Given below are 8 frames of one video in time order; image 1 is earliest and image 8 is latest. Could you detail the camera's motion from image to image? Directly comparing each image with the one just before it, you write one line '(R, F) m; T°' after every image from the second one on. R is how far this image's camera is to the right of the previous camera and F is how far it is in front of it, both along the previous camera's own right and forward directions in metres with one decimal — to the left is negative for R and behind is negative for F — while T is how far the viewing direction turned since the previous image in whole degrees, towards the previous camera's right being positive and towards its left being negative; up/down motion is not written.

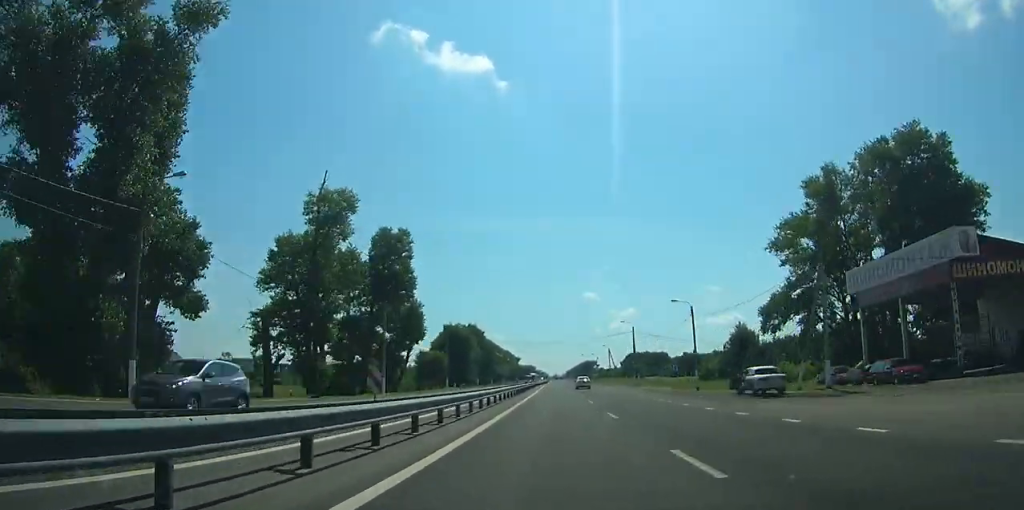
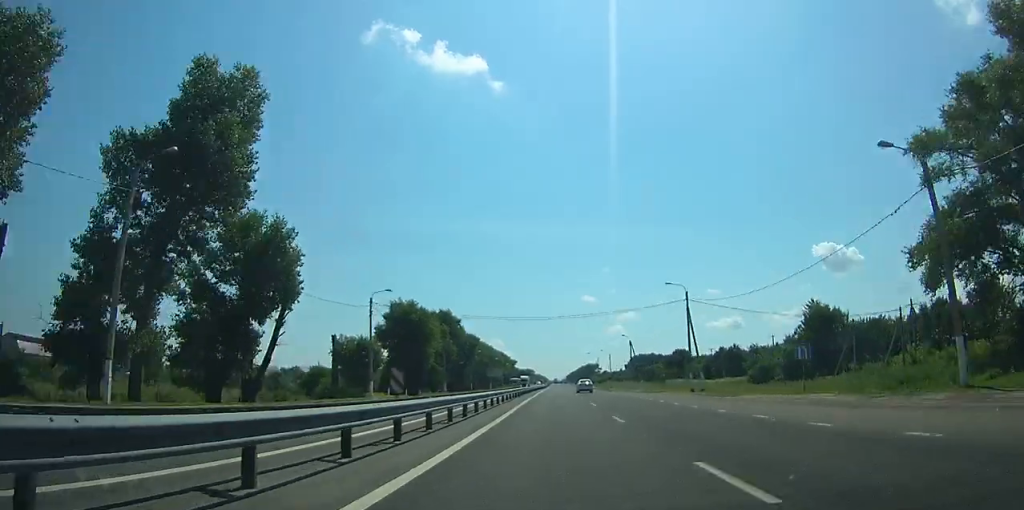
(0.0, +36.5) m; 0°
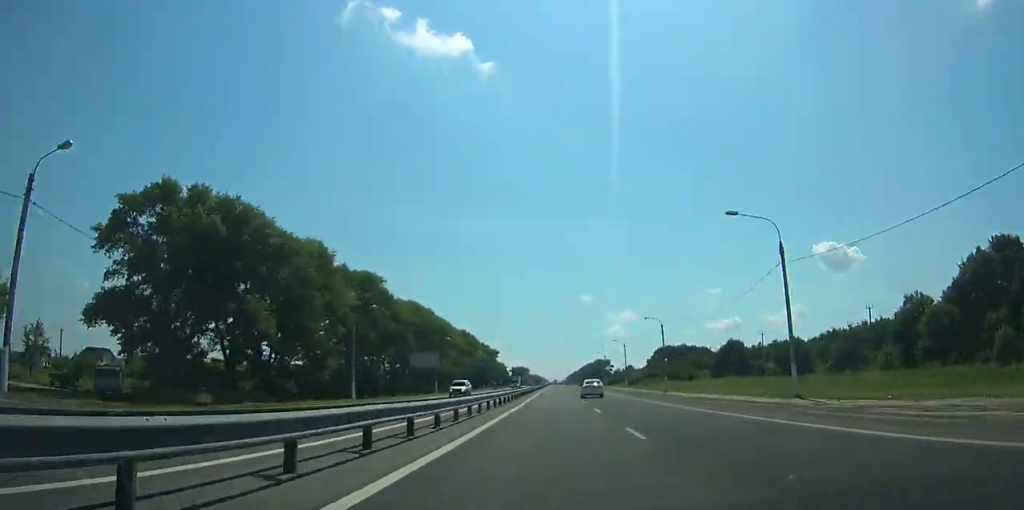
(+0.2, +141.0) m; 0°
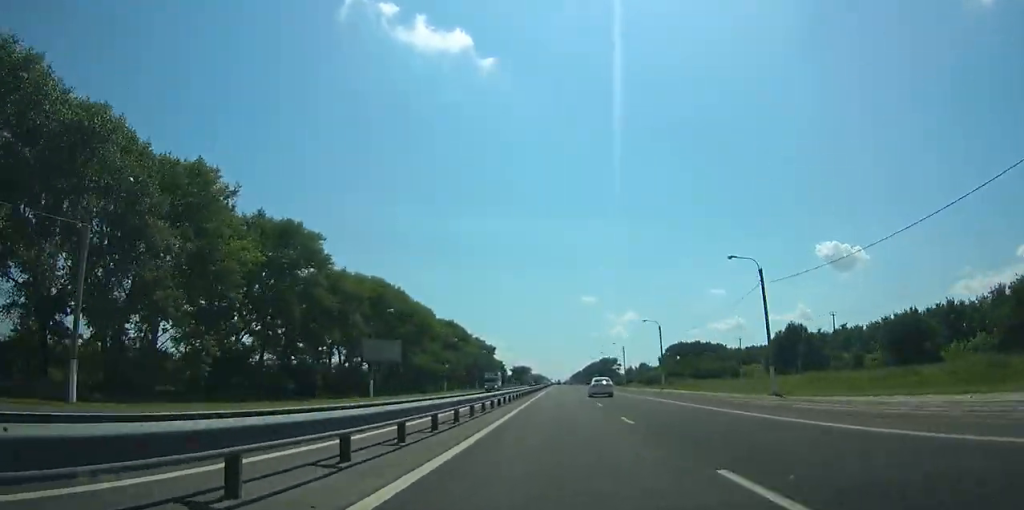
(-0.1, +31.7) m; 0°
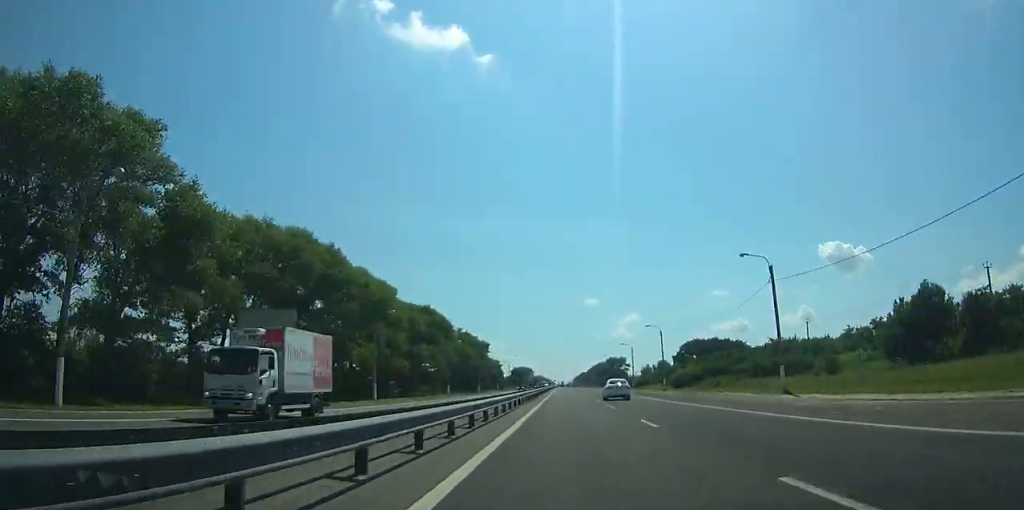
(-0.1, +35.9) m; 0°
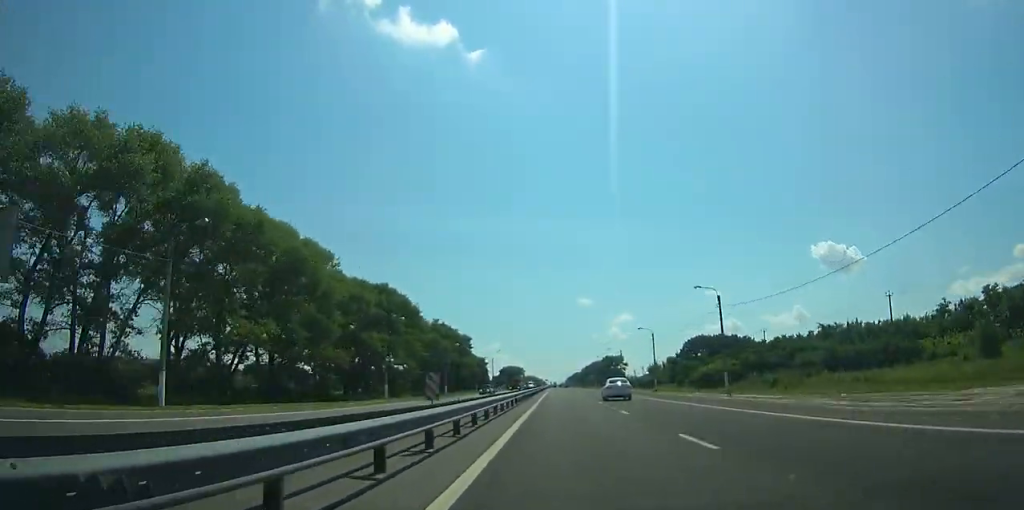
(+0.1, +29.2) m; 0°
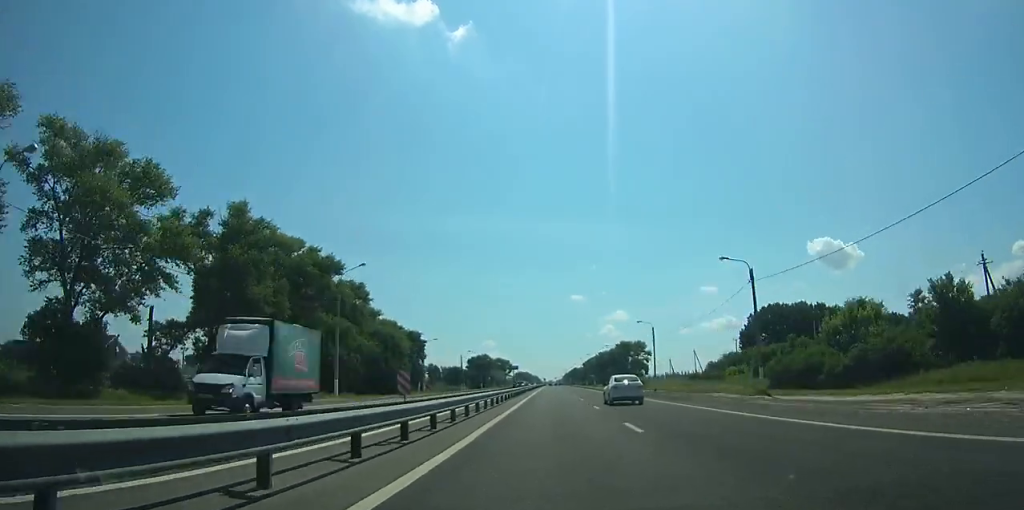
(+0.5, +114.0) m; 0°
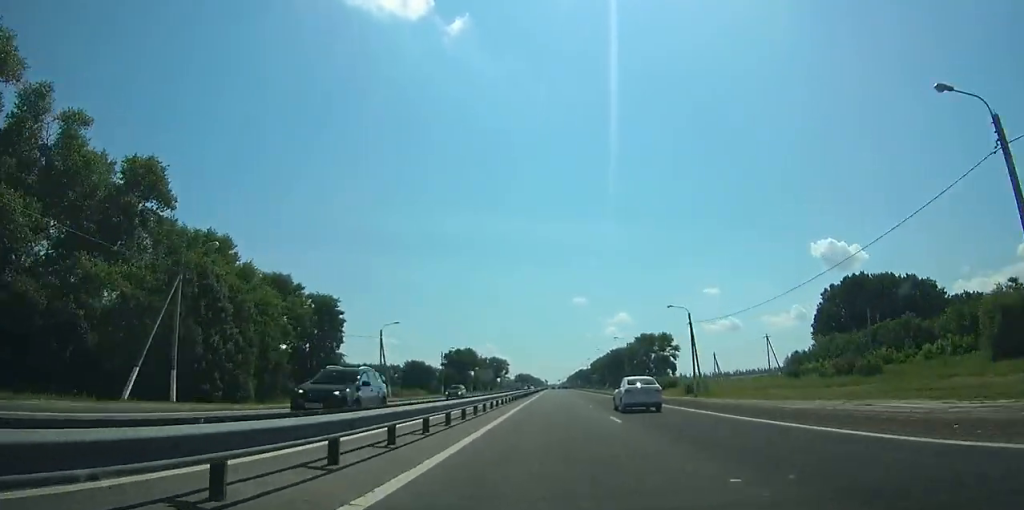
(-0.1, +58.8) m; 0°
